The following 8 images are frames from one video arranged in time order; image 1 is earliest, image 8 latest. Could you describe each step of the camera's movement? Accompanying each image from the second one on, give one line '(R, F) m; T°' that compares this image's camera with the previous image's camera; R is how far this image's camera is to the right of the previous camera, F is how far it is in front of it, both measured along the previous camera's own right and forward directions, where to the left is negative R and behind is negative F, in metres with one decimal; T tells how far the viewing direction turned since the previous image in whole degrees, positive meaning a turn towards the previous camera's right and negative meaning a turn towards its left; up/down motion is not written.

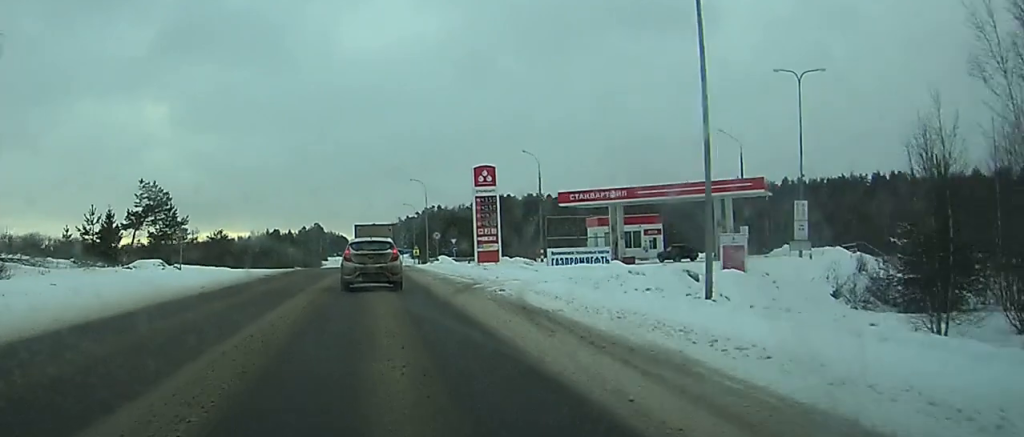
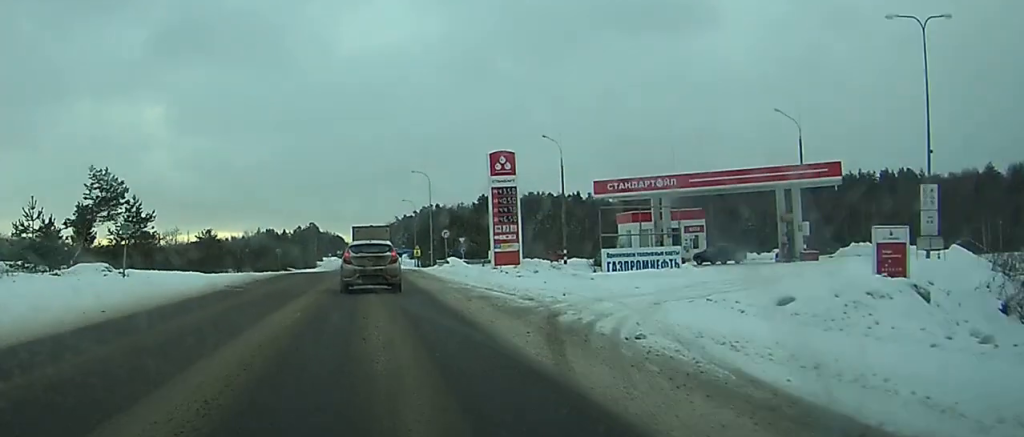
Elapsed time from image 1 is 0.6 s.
(0.0, +11.9) m; 0°
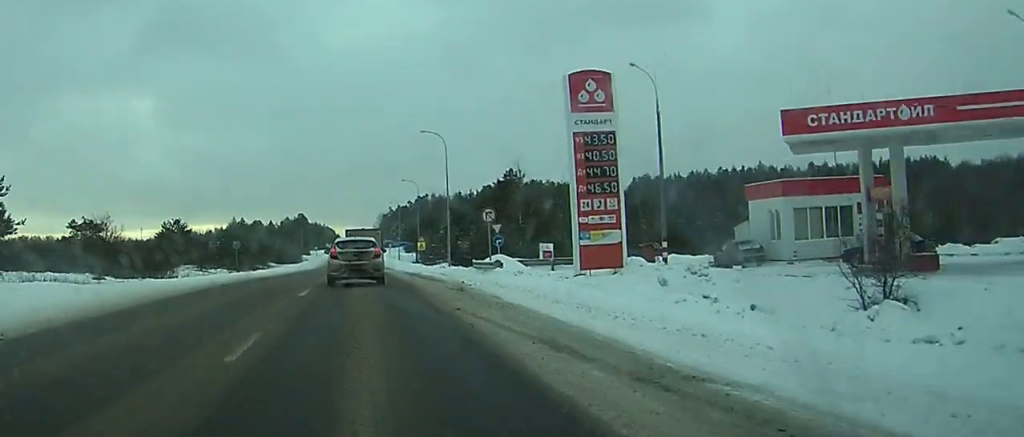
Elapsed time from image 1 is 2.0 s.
(0.0, +28.6) m; 0°
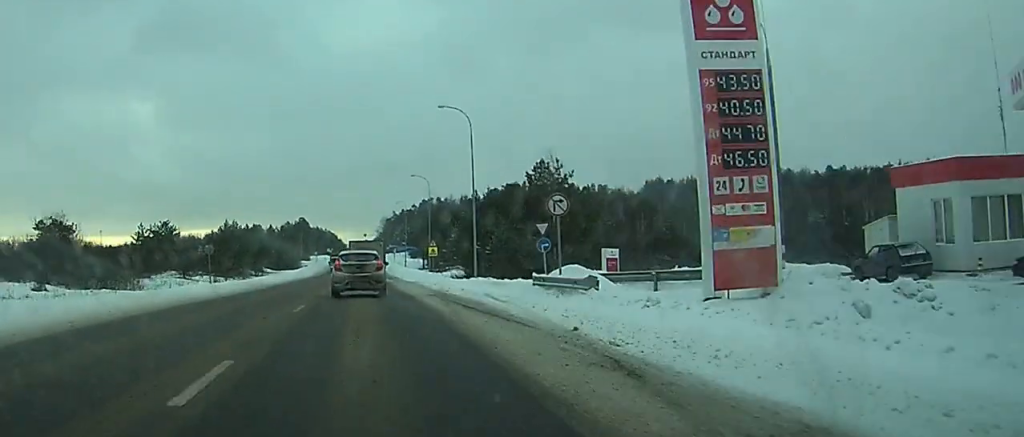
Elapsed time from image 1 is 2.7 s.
(0.0, +14.7) m; 0°
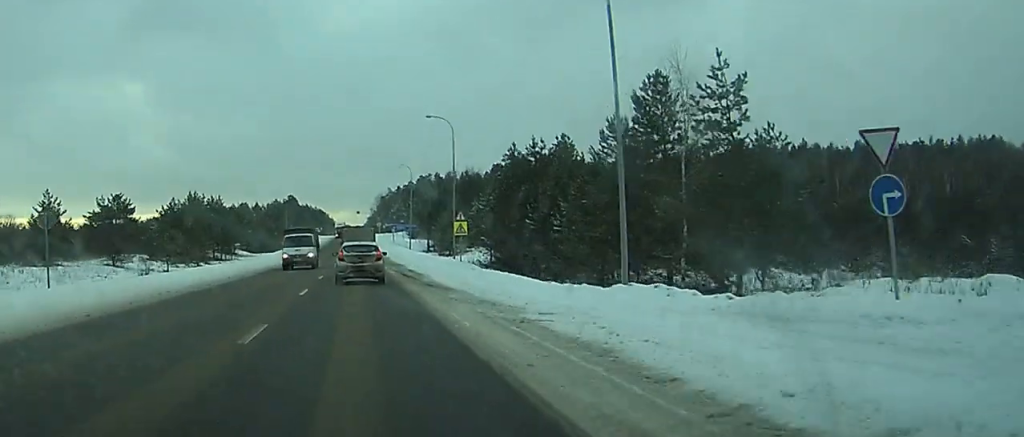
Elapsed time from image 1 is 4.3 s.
(0.0, +31.6) m; 0°
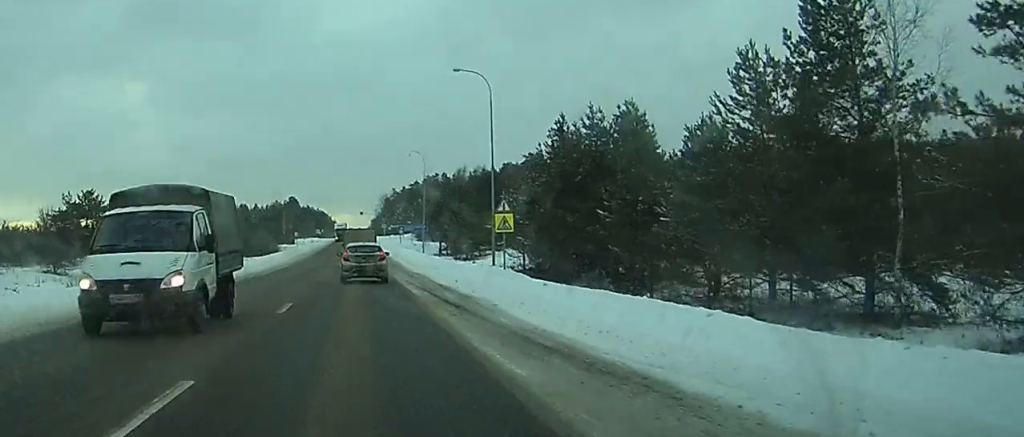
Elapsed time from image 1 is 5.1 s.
(0.0, +17.7) m; 0°
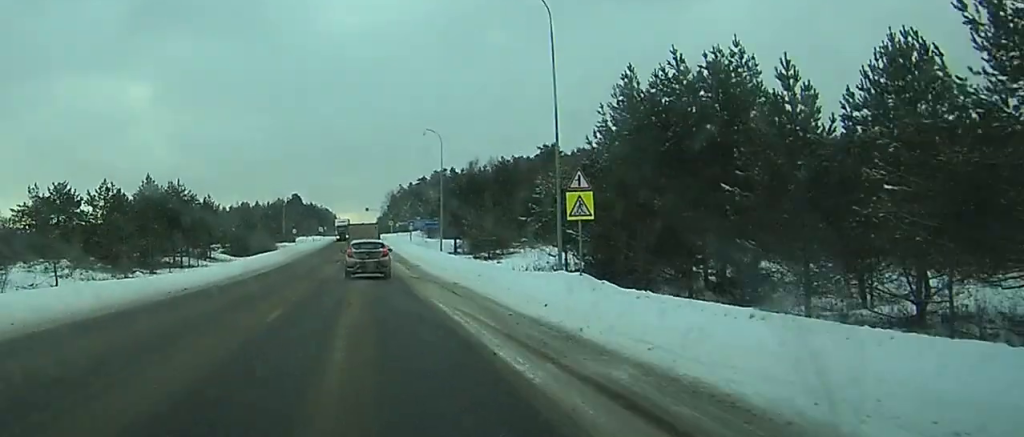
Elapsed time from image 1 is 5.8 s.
(0.0, +14.4) m; 0°
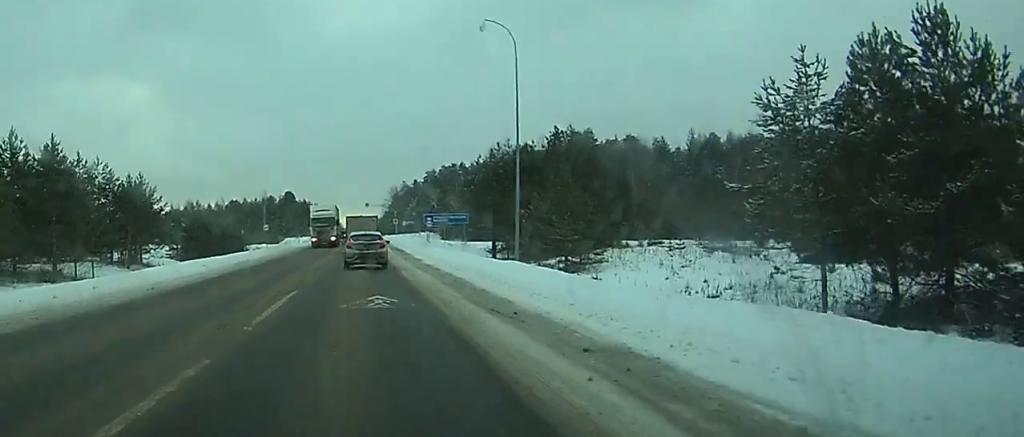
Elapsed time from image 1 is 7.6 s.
(-0.4, +36.9) m; -1°
